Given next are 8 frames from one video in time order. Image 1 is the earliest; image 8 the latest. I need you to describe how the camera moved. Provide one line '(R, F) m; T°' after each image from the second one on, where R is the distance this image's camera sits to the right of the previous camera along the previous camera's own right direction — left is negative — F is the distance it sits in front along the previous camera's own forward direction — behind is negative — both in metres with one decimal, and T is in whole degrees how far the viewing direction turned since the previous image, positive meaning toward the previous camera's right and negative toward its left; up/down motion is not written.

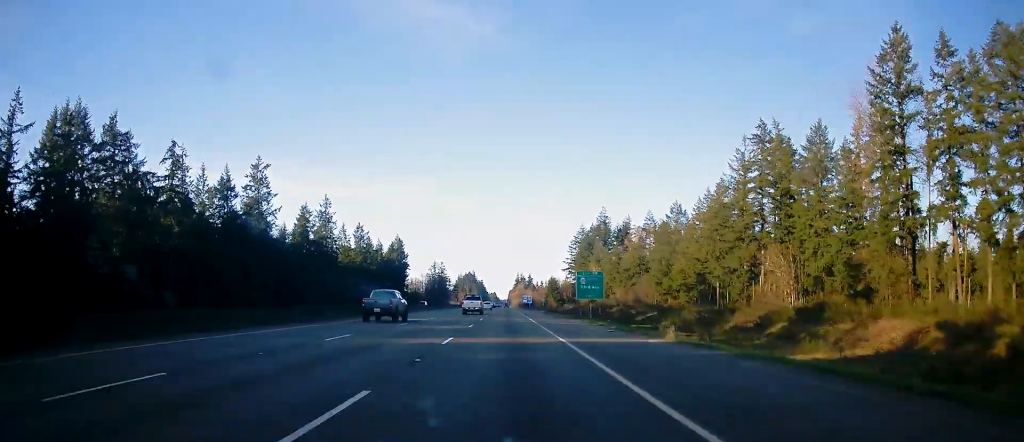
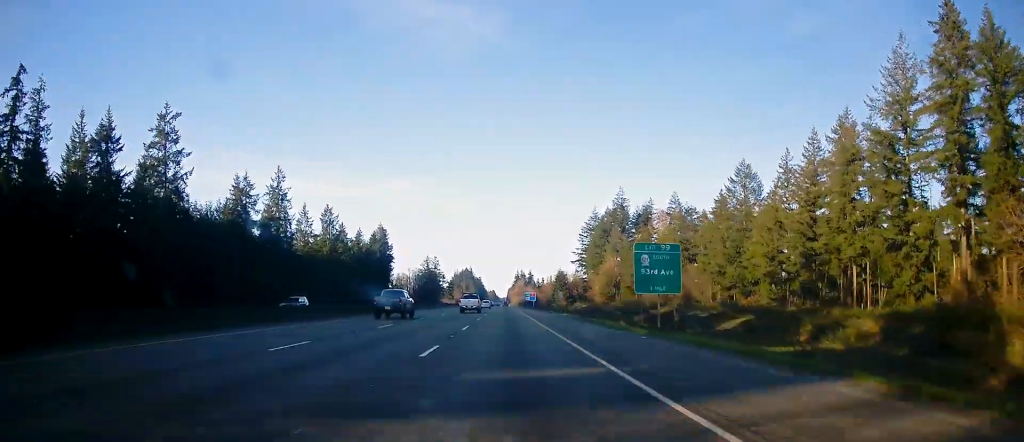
(+0.5, +41.0) m; 0°
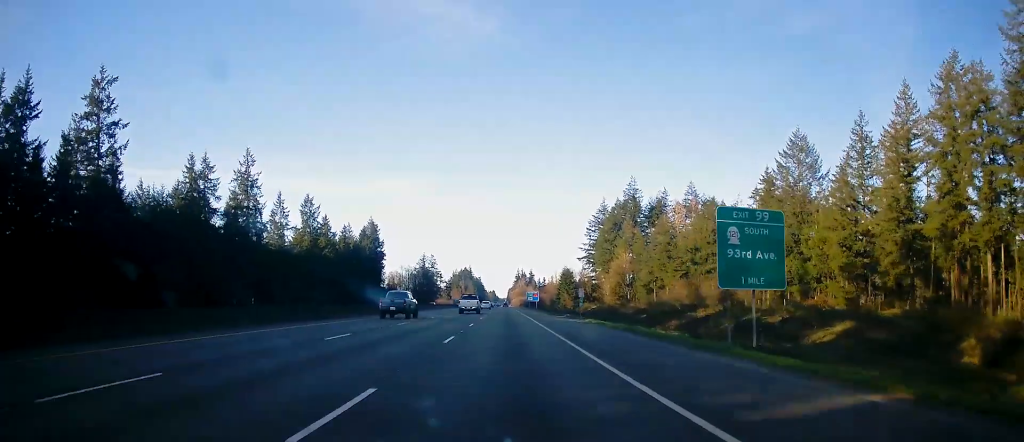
(+0.1, +19.9) m; 0°
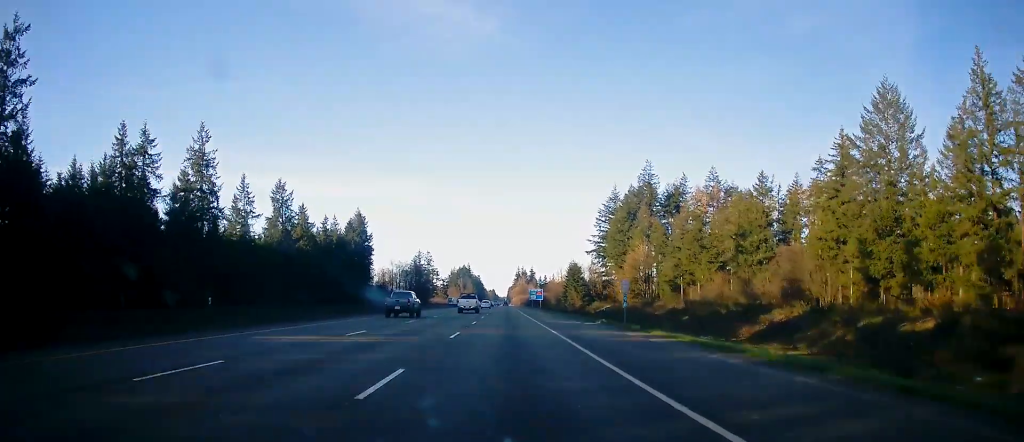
(-0.2, +22.2) m; 0°
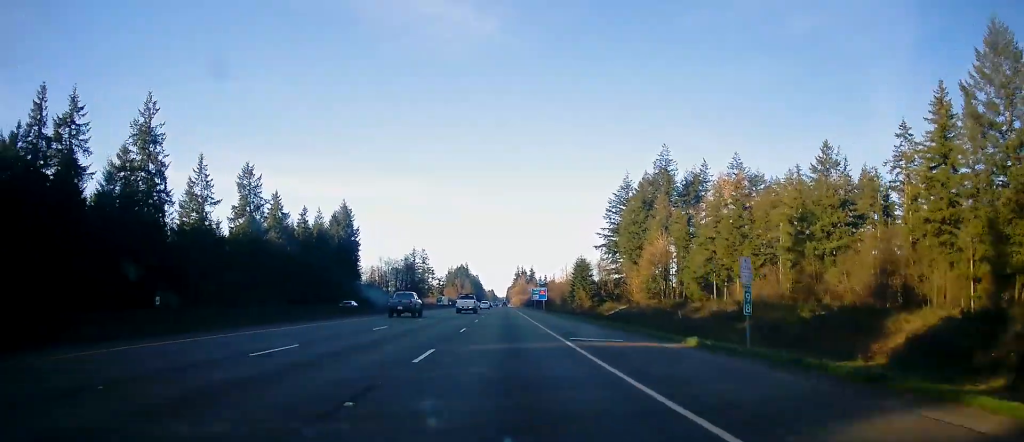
(0.0, +20.0) m; 0°
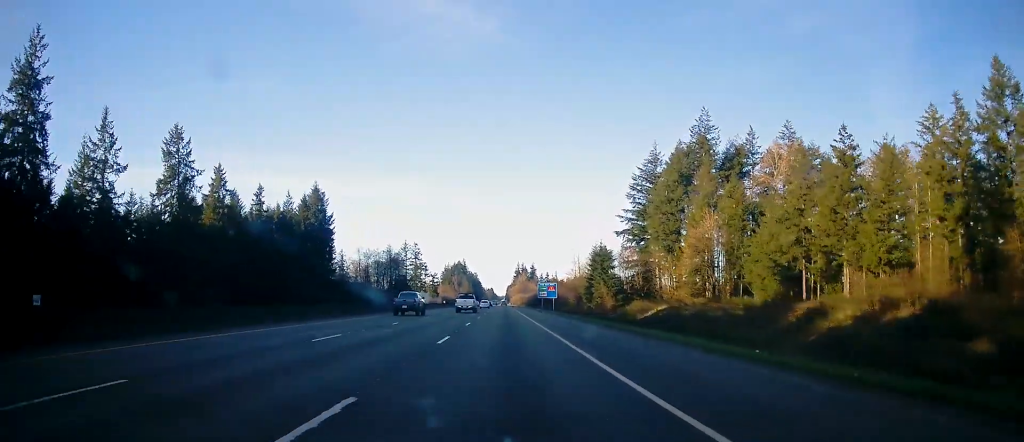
(+0.2, +32.2) m; 0°
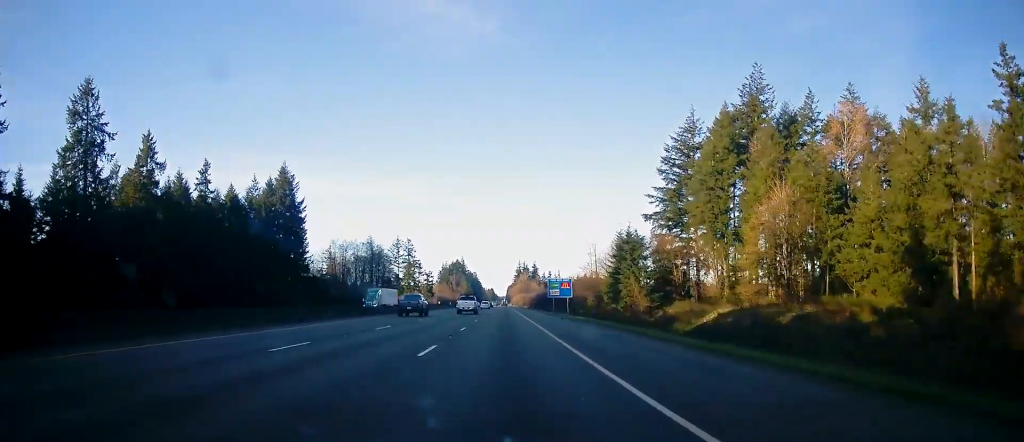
(+0.1, +27.7) m; 0°
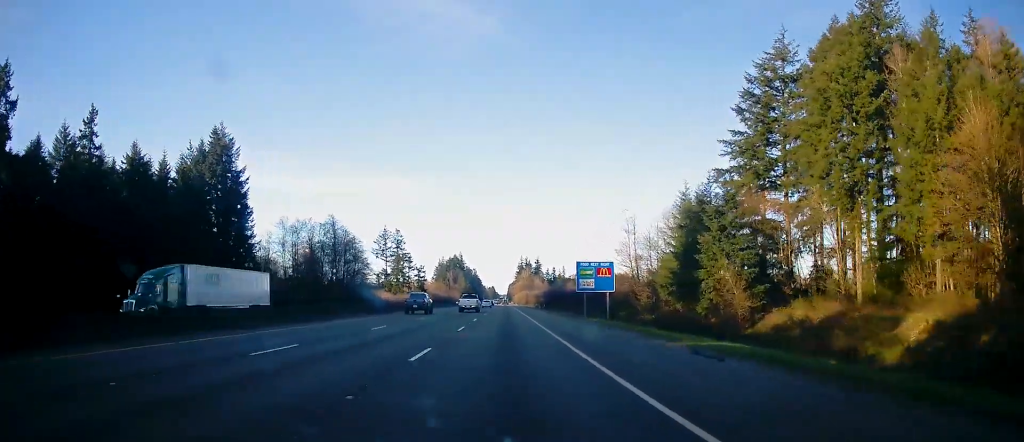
(-0.3, +37.7) m; 0°
